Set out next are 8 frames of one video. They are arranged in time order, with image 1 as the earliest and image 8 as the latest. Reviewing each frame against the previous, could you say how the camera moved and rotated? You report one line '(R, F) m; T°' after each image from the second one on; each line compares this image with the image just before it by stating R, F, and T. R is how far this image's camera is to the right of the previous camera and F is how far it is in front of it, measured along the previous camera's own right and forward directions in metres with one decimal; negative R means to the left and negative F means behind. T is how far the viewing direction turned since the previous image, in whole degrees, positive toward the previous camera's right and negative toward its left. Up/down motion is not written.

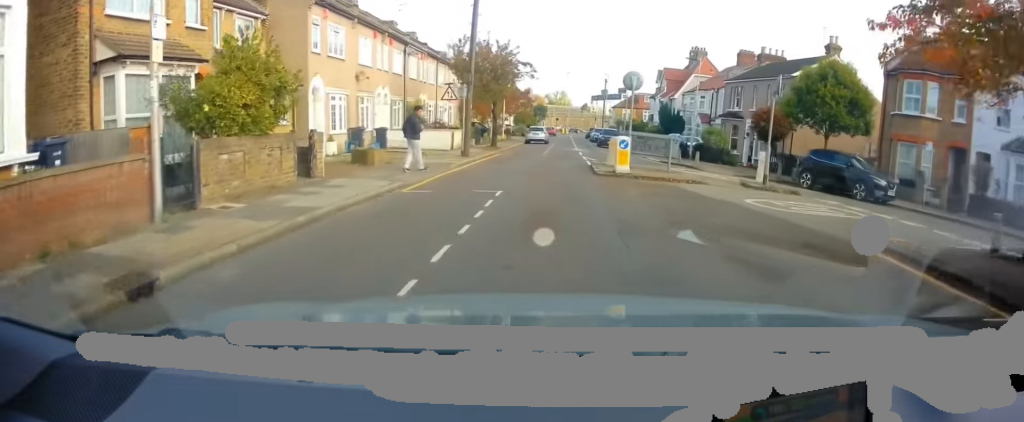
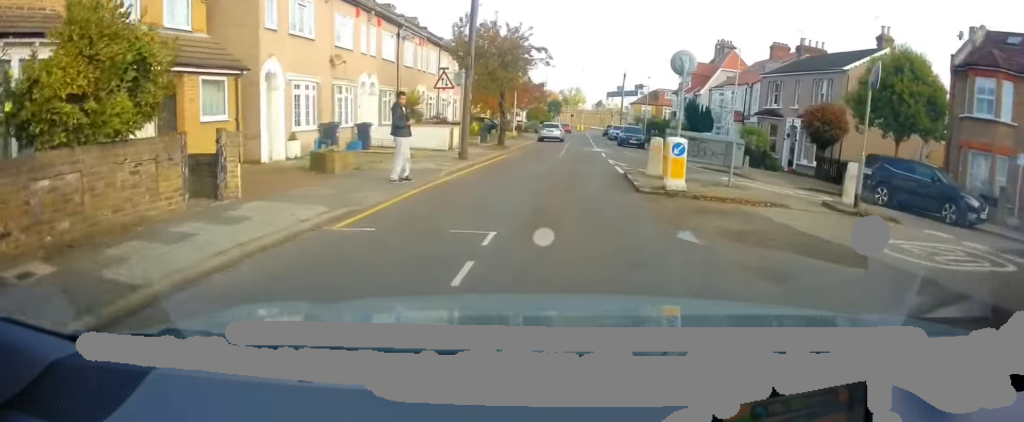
(0.0, +4.5) m; -1°
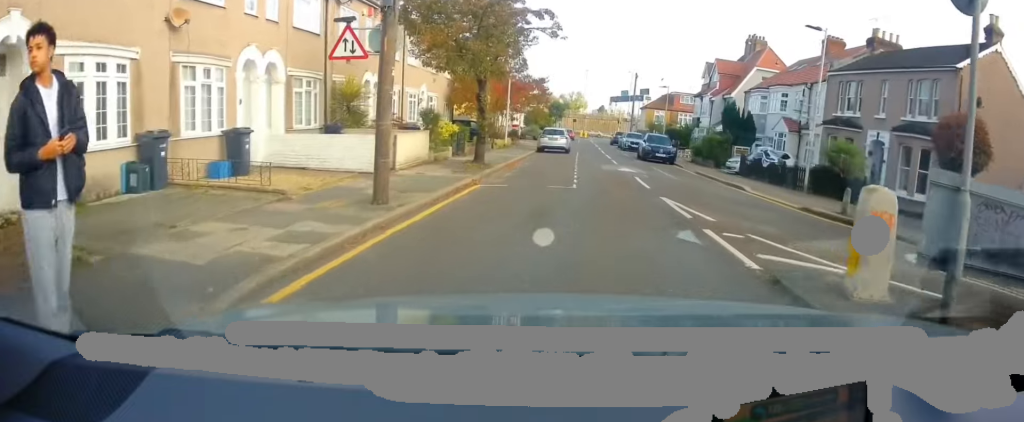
(-0.2, +10.0) m; 0°
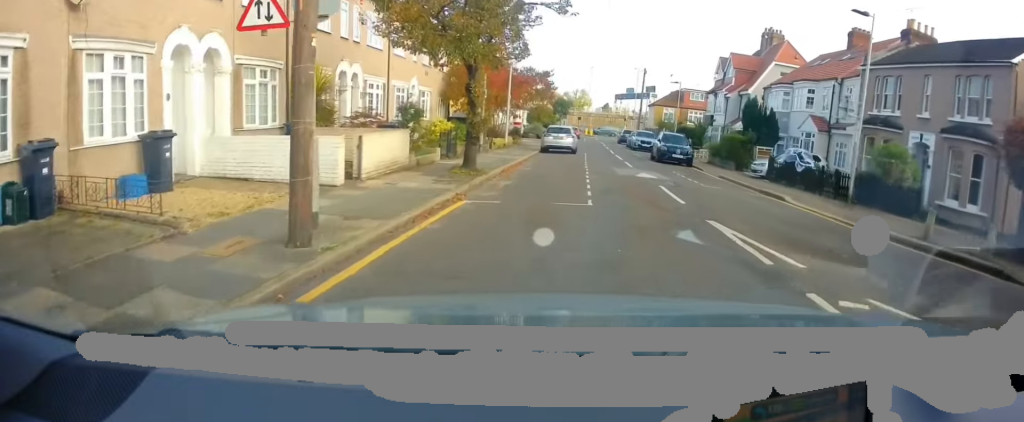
(0.0, +3.4) m; +1°
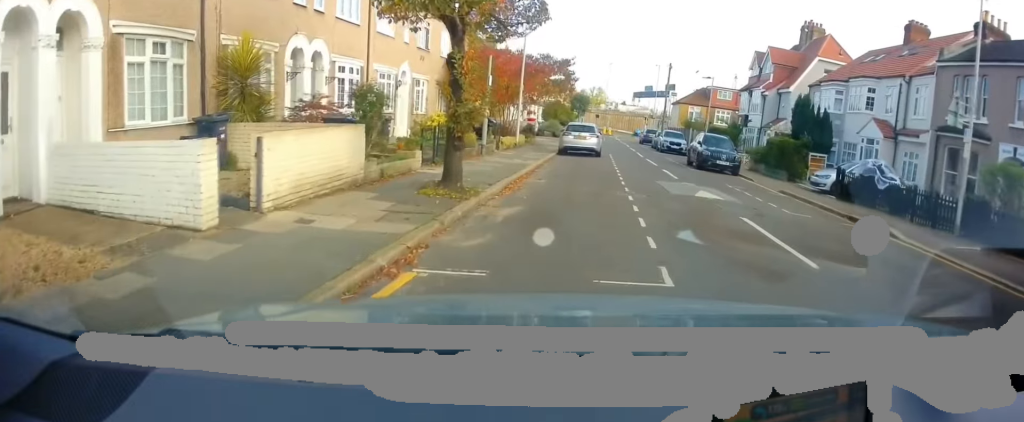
(-0.2, +5.3) m; -5°
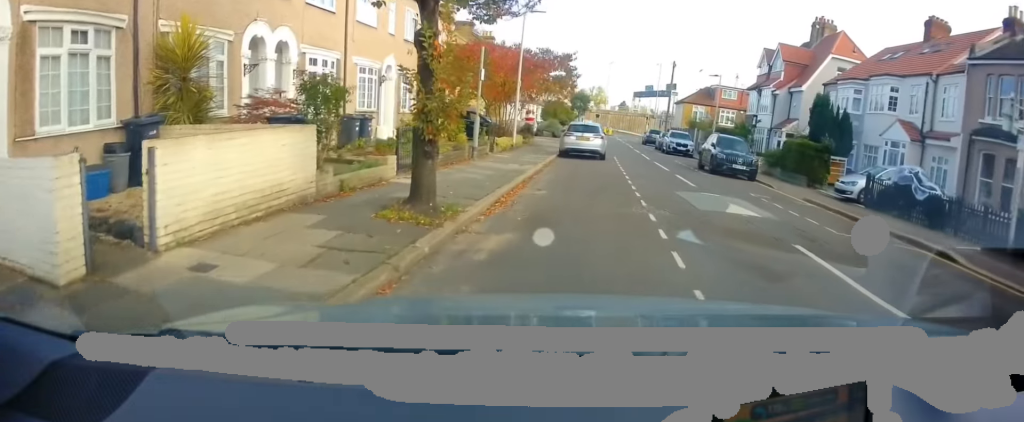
(-0.1, +2.5) m; -3°
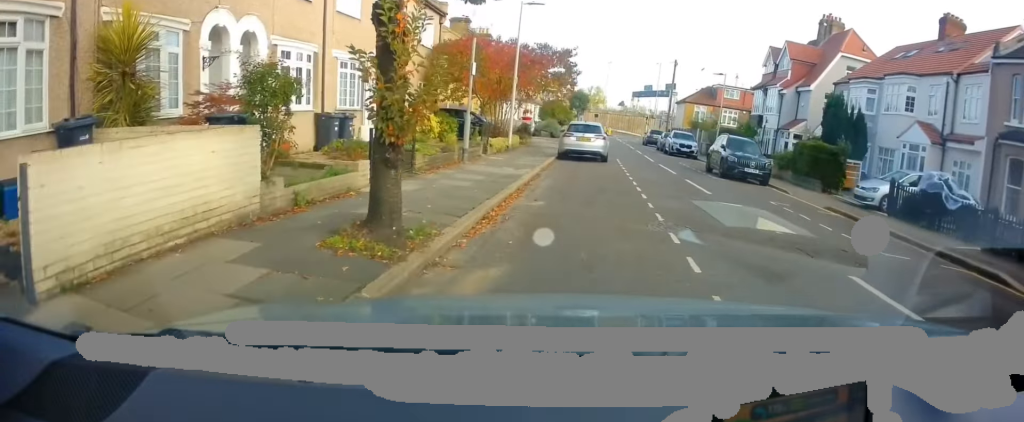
(0.0, +1.7) m; 0°
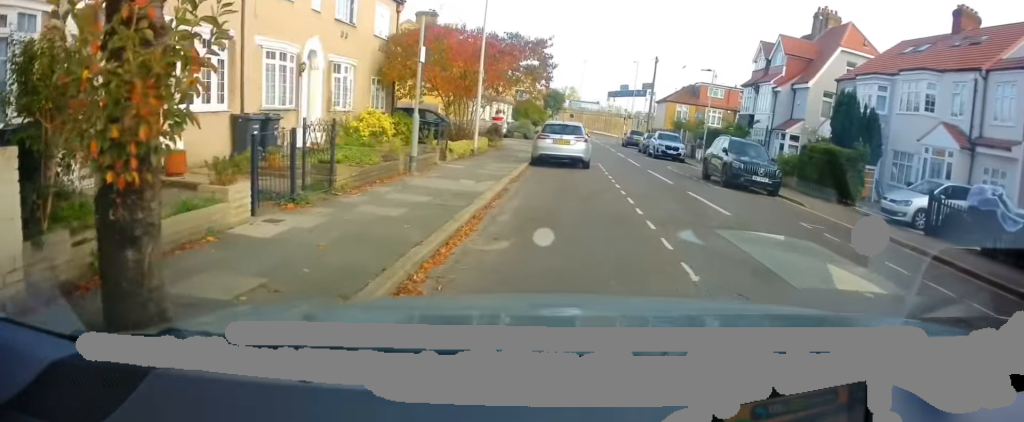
(+0.1, +3.6) m; +8°
